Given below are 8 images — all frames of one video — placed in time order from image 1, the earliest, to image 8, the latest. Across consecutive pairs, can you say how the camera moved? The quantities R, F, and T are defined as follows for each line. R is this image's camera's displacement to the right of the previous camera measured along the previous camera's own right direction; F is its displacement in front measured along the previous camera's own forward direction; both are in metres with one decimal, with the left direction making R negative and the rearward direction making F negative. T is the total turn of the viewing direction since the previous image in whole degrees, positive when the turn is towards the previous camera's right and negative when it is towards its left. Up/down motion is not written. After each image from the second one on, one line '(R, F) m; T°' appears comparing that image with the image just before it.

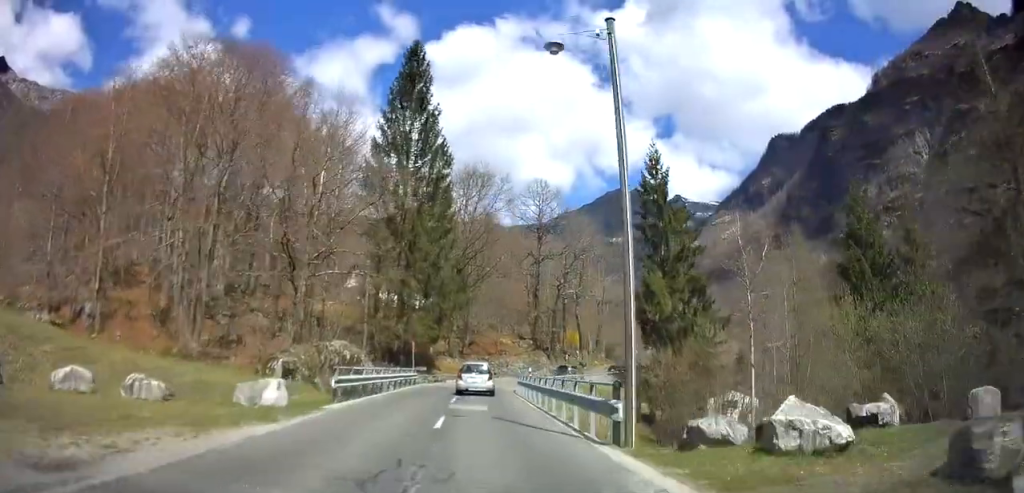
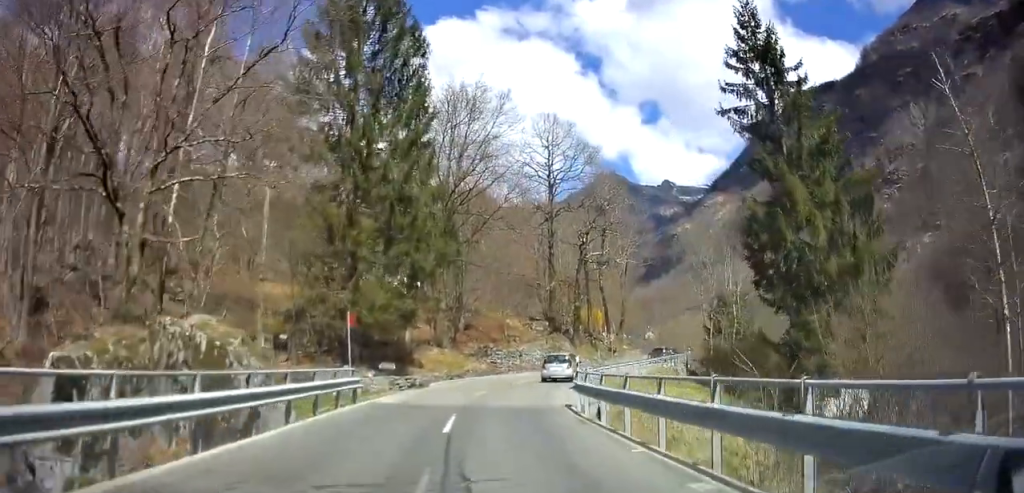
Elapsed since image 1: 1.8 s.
(+0.2, +18.7) m; +2°
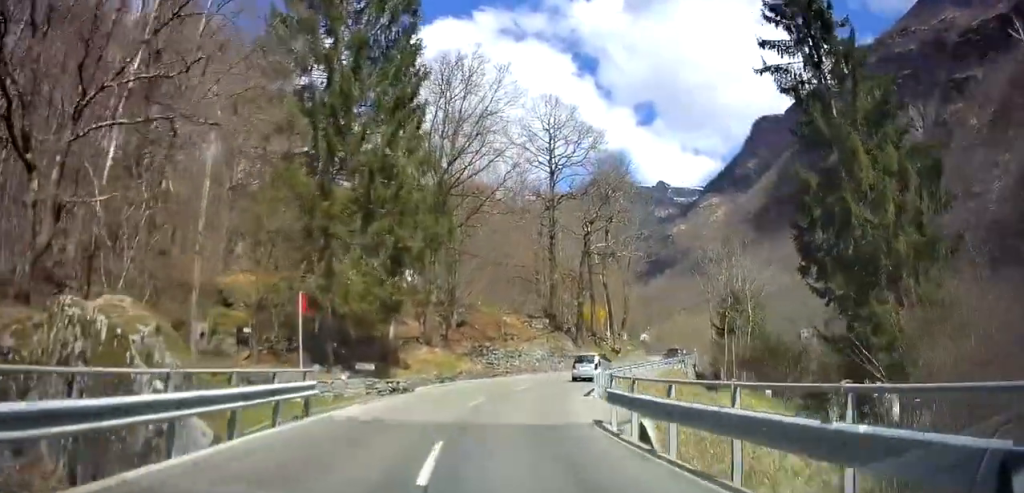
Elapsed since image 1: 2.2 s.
(0.0, +4.6) m; +1°
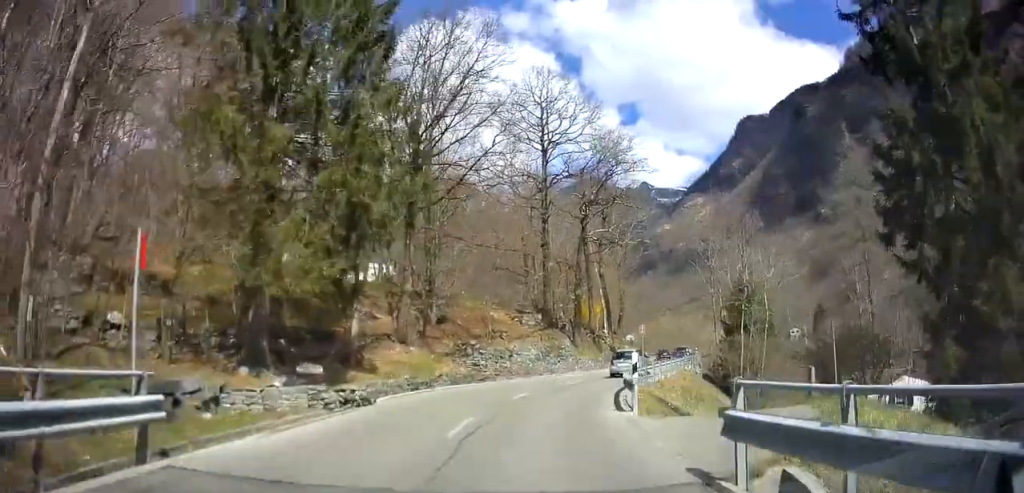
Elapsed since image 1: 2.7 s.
(0.0, +5.8) m; +1°
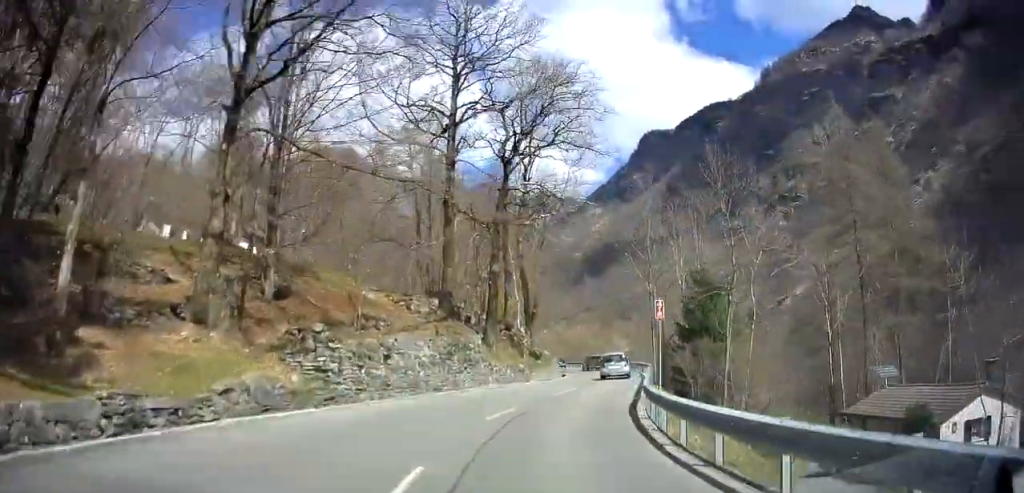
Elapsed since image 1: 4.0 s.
(+0.2, +13.6) m; +3°
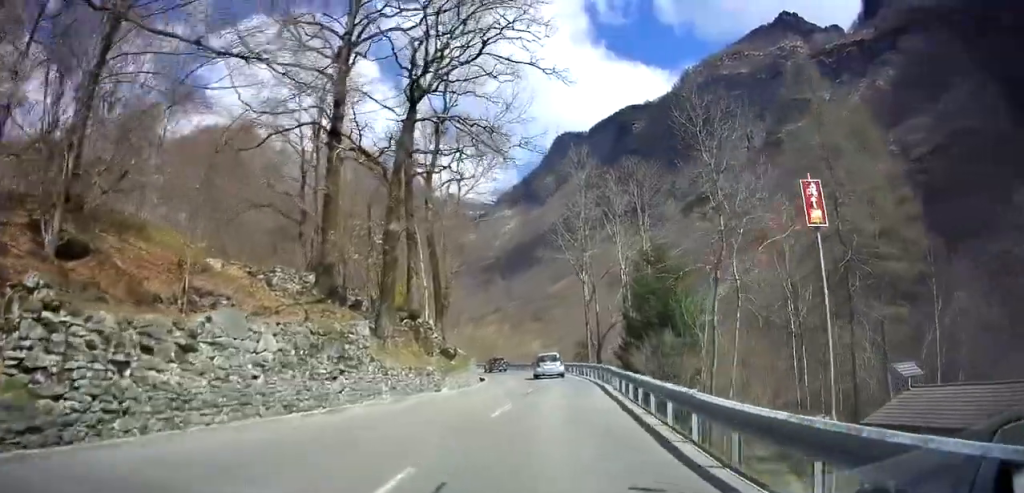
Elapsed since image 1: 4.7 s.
(+0.2, +8.5) m; +6°
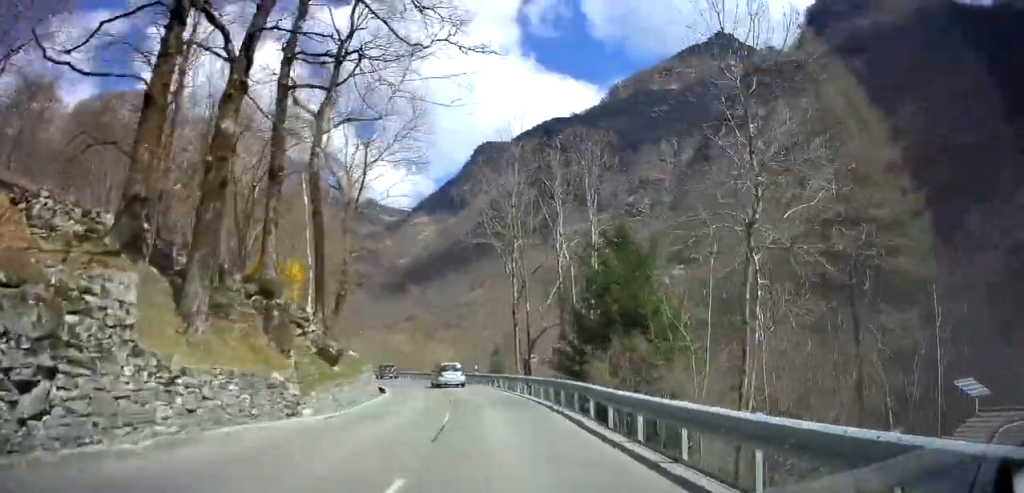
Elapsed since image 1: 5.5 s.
(+0.2, +8.3) m; +10°
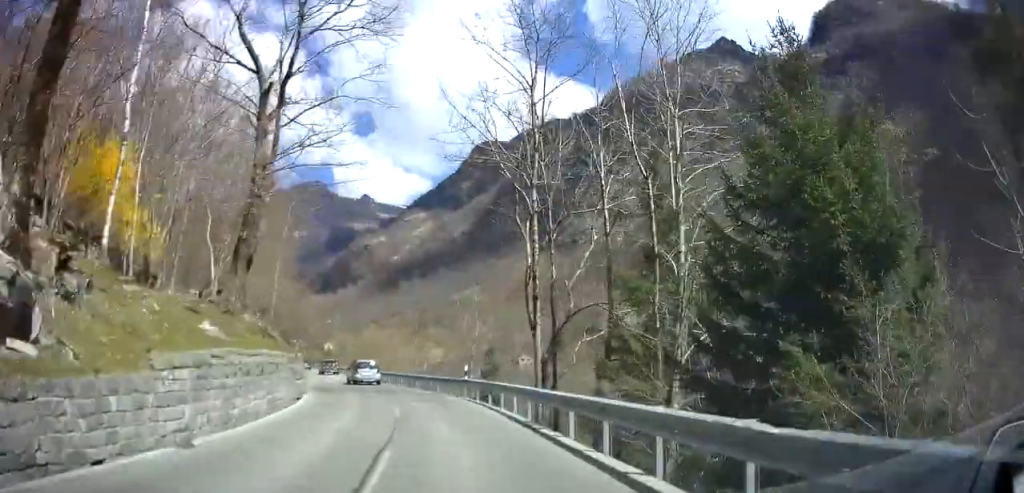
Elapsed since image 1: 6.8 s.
(+2.3, +13.8) m; +8°
